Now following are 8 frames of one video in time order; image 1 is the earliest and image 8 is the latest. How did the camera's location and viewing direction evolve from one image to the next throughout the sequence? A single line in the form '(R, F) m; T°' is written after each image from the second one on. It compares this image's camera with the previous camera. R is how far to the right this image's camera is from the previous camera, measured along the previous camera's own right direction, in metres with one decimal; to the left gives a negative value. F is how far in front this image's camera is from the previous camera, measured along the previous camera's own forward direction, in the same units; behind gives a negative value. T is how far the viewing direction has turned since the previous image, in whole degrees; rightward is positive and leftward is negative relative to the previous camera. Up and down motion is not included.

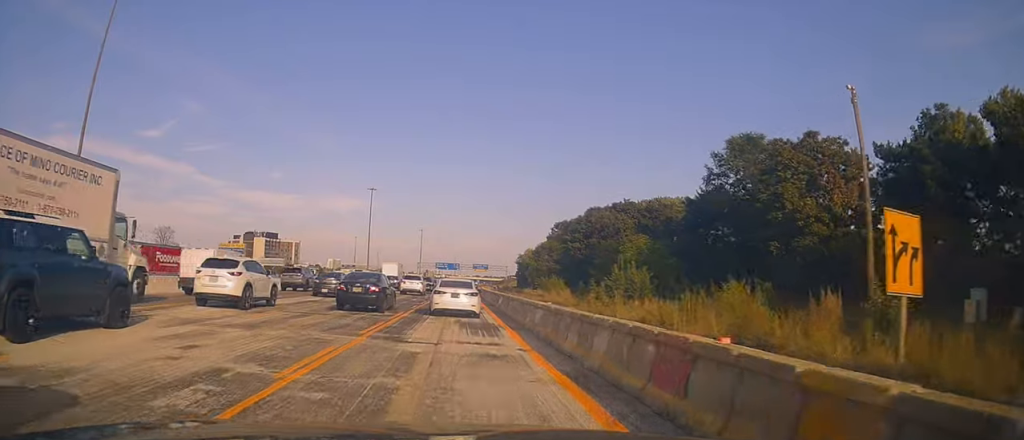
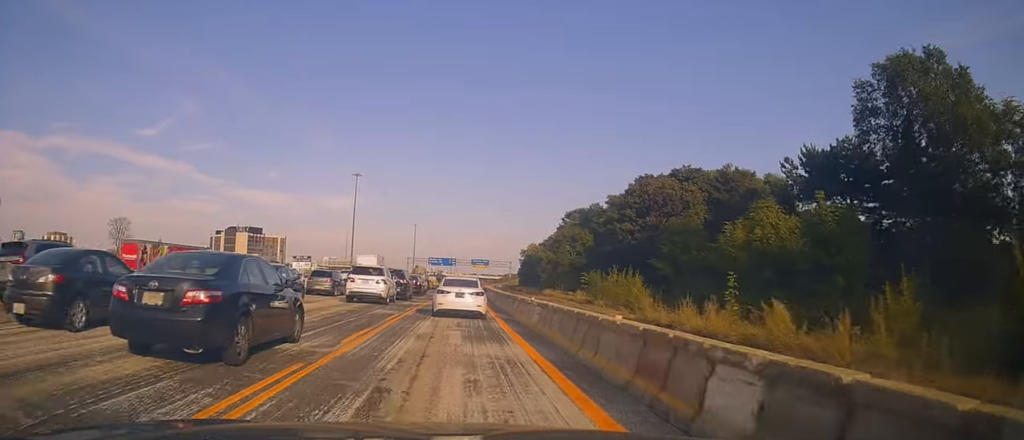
(+0.7, +26.4) m; +1°
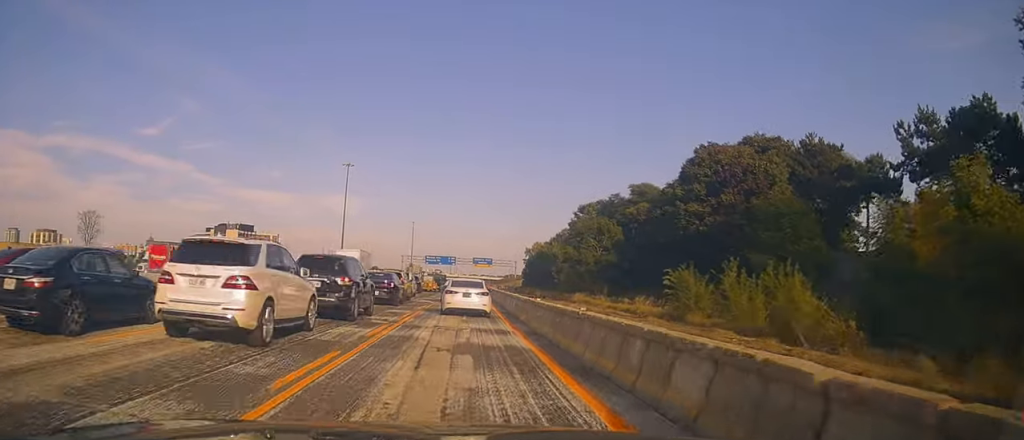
(-0.5, +17.3) m; -2°
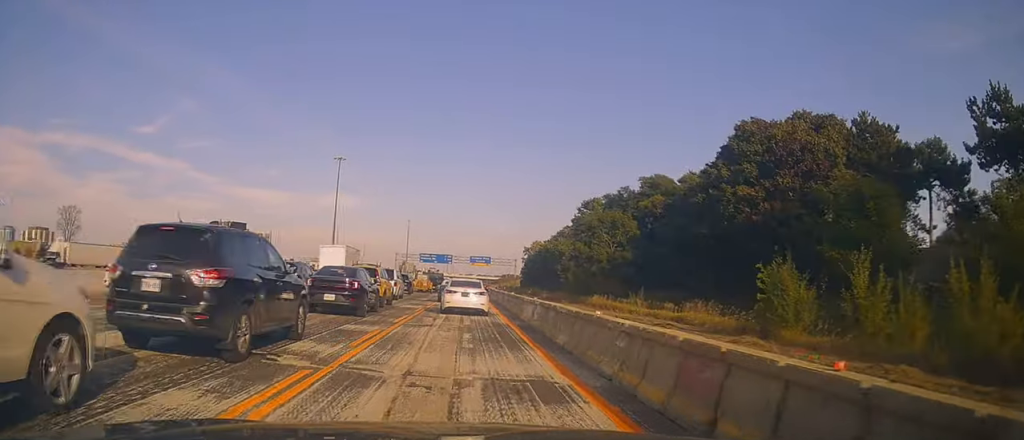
(0.0, +8.2) m; +1°
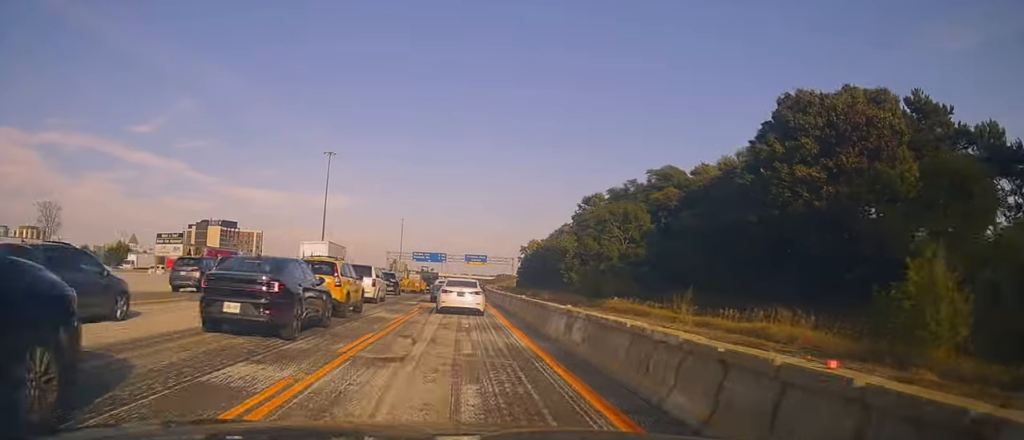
(-0.1, +6.9) m; +1°
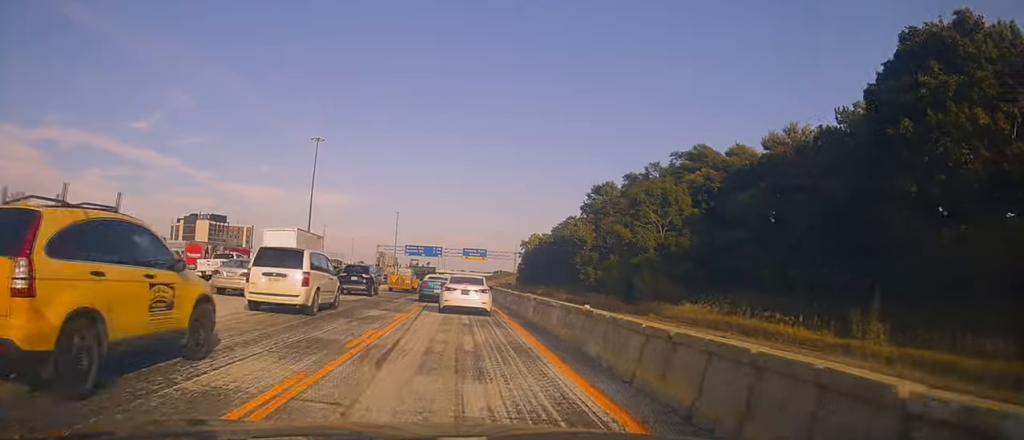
(+0.4, +12.5) m; 0°
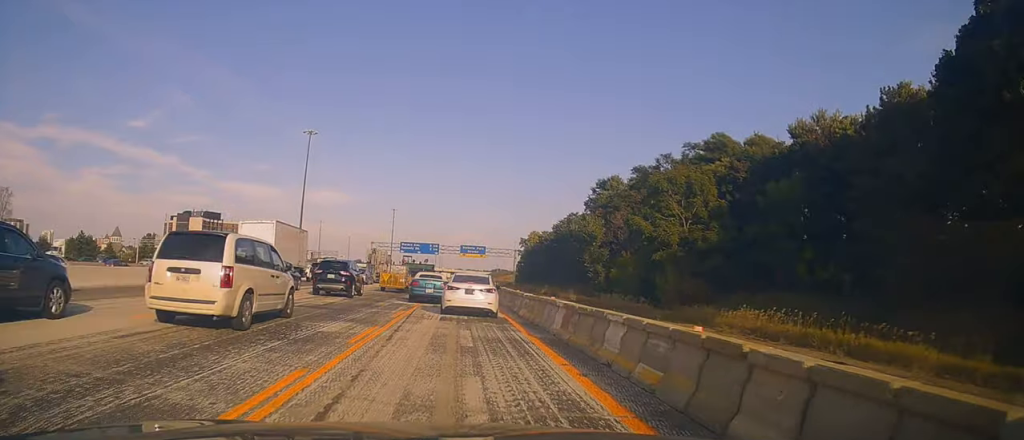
(0.0, +6.4) m; 0°
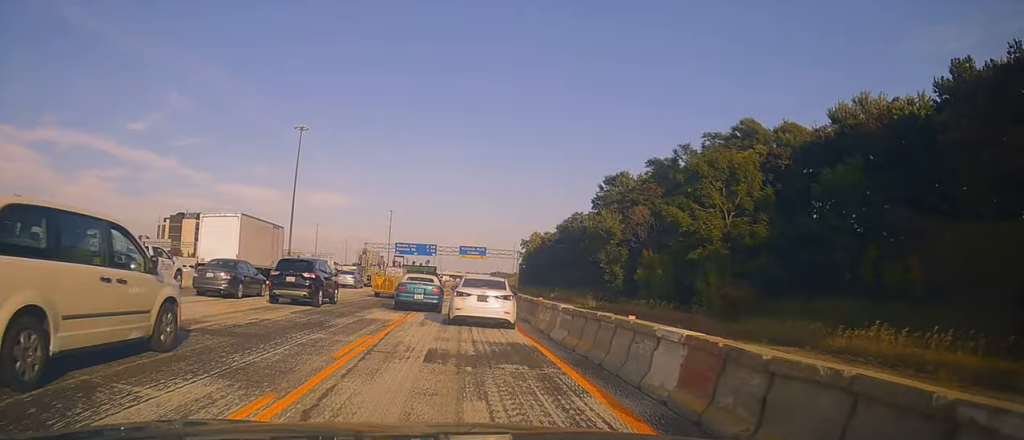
(-0.4, +9.2) m; 0°
